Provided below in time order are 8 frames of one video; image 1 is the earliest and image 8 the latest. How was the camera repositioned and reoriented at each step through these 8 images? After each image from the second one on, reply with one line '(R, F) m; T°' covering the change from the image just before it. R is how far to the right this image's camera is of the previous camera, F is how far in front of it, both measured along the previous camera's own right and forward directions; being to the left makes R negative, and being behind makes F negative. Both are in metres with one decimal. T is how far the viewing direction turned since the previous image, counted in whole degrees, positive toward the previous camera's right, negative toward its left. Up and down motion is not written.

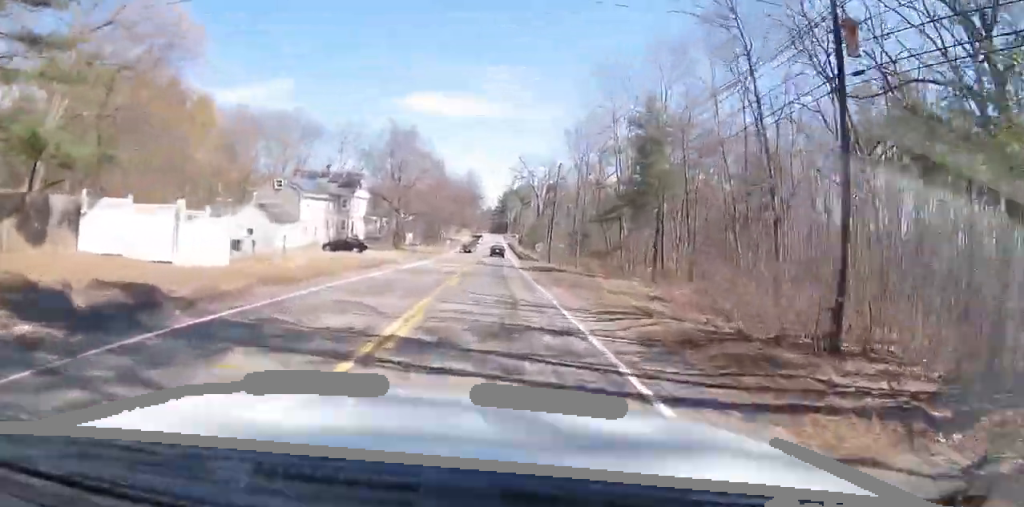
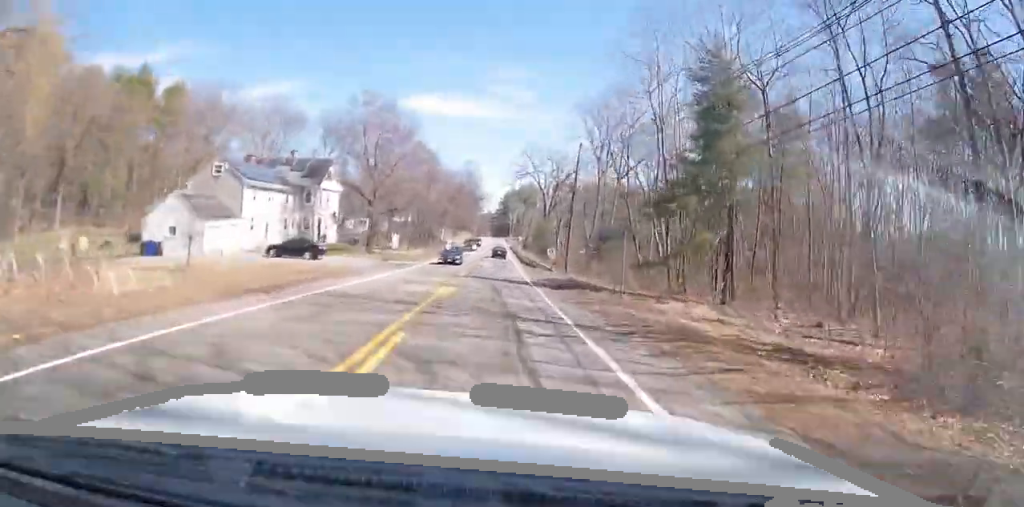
(+0.1, +13.7) m; +1°
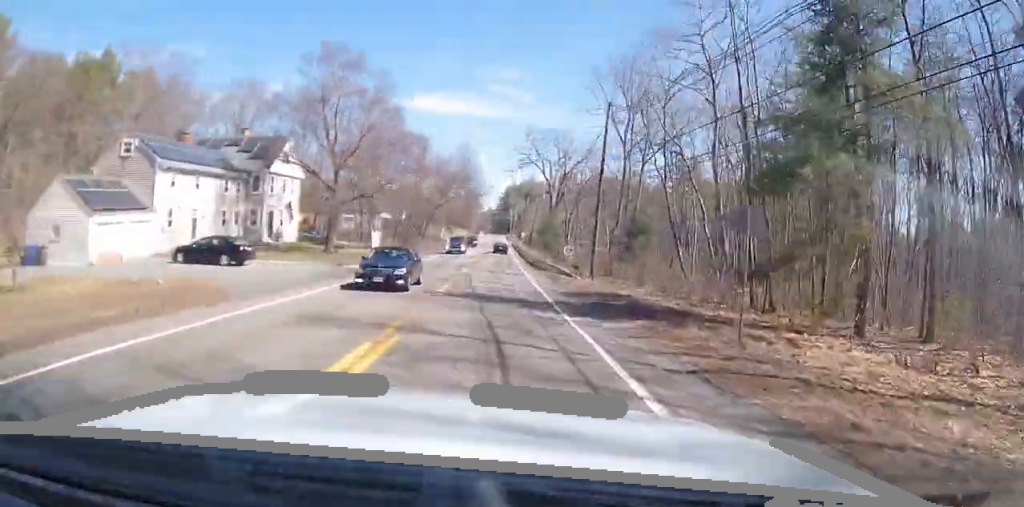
(+0.1, +12.5) m; +1°
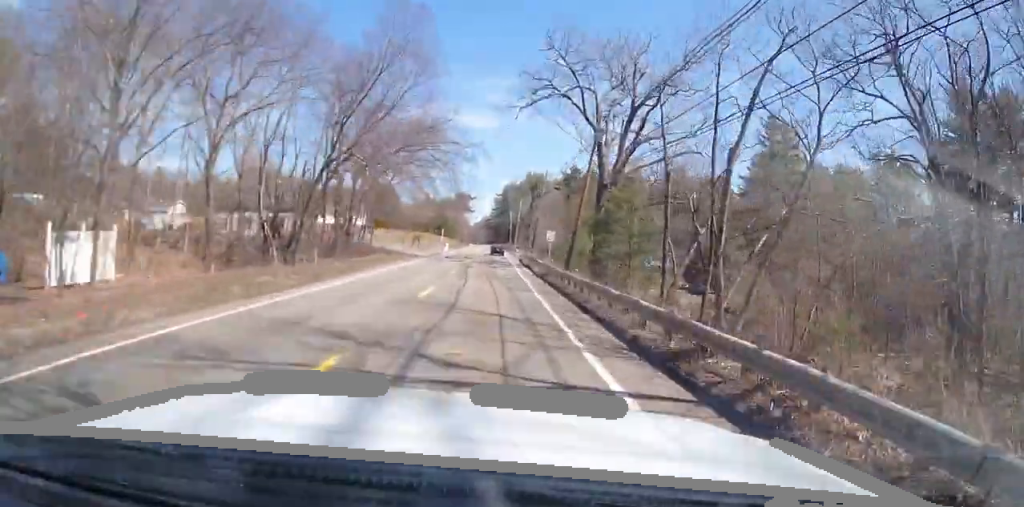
(+0.9, +51.1) m; 0°
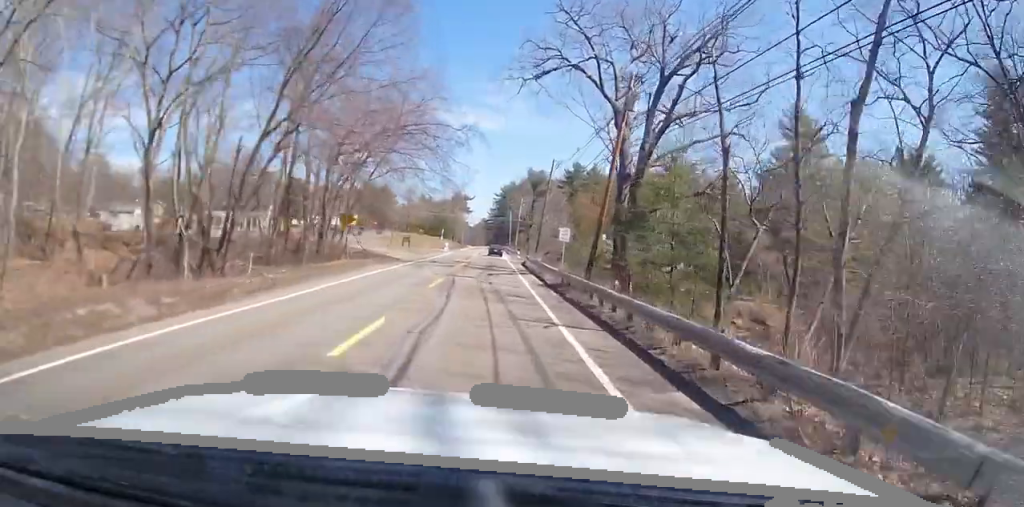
(-0.2, +8.8) m; 0°
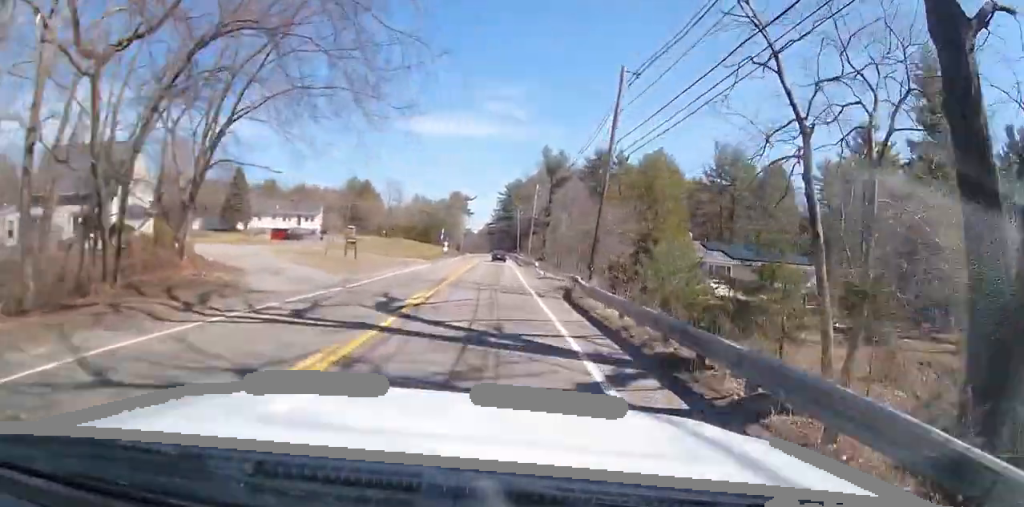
(+0.1, +31.0) m; +1°
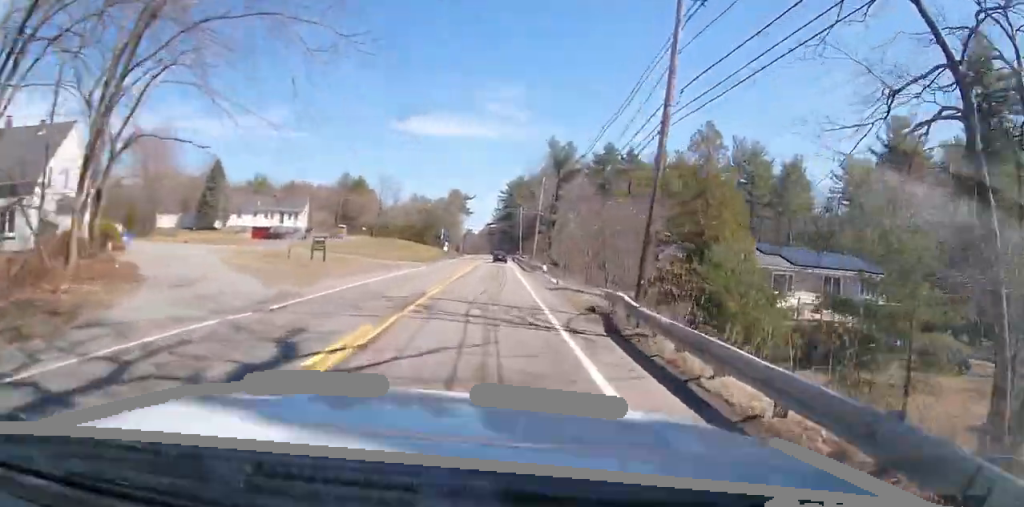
(0.0, +8.7) m; 0°
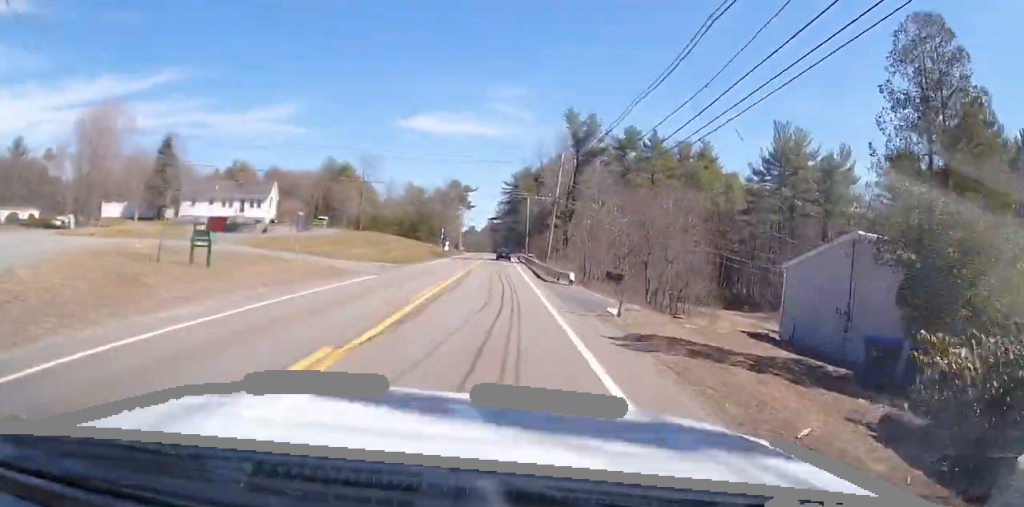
(-0.1, +16.0) m; -1°
